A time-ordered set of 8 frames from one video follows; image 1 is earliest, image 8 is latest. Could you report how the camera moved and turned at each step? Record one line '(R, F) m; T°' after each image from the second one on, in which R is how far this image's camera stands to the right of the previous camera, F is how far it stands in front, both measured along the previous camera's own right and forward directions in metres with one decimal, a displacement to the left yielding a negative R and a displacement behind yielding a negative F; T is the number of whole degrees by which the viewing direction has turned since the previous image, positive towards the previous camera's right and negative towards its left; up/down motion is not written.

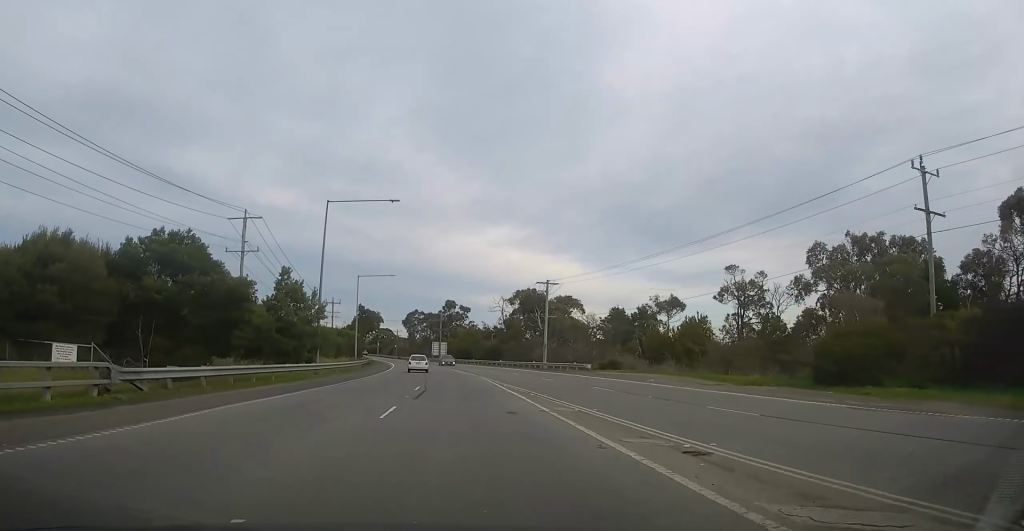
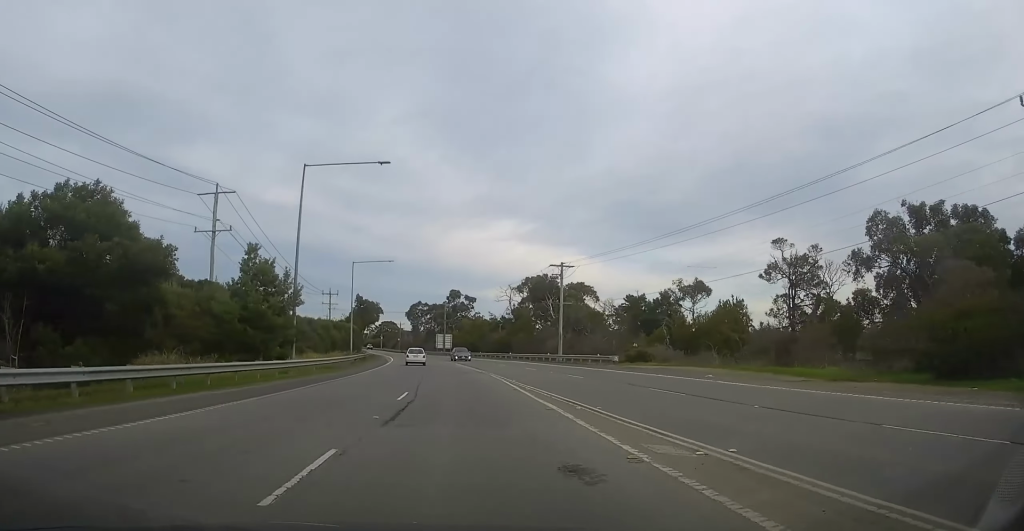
(0.0, +7.9) m; 0°
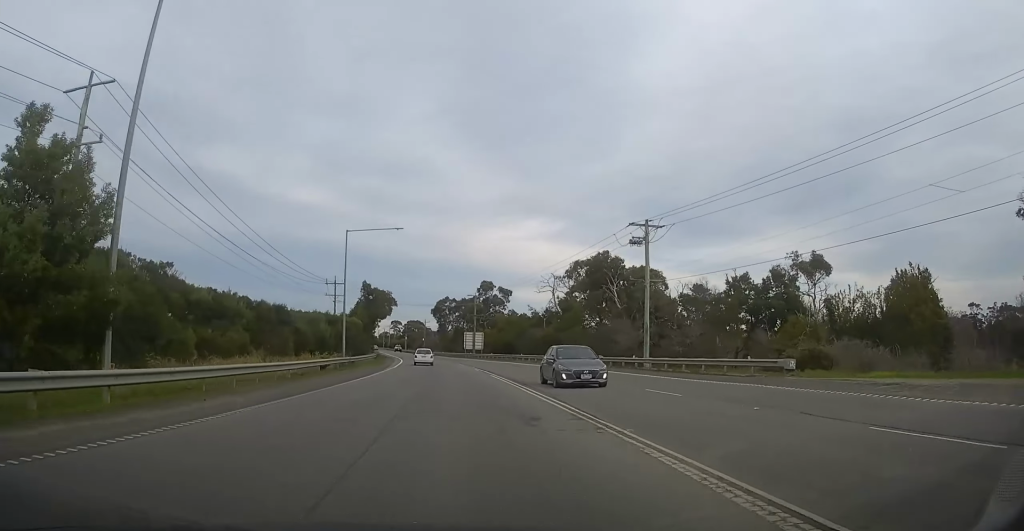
(-0.1, +22.9) m; -1°
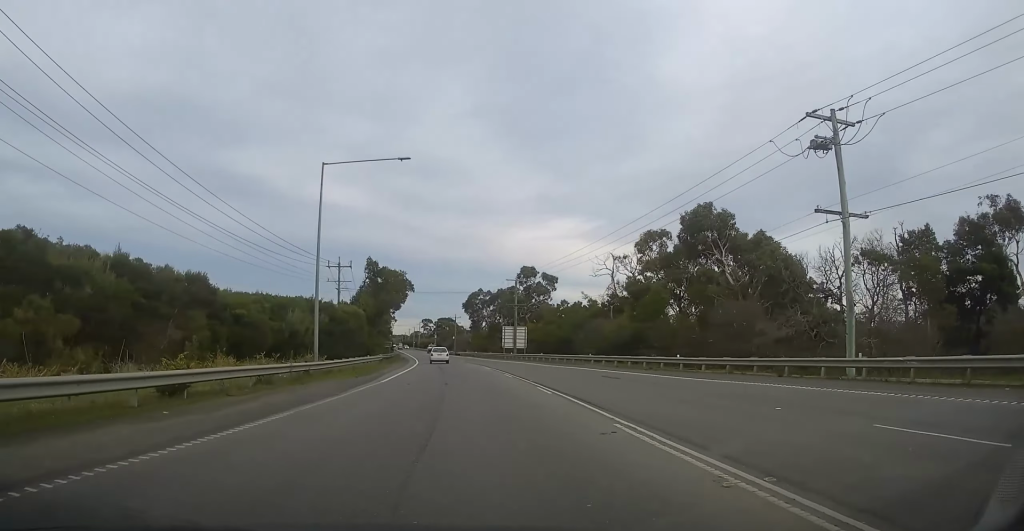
(-0.5, +22.5) m; -3°
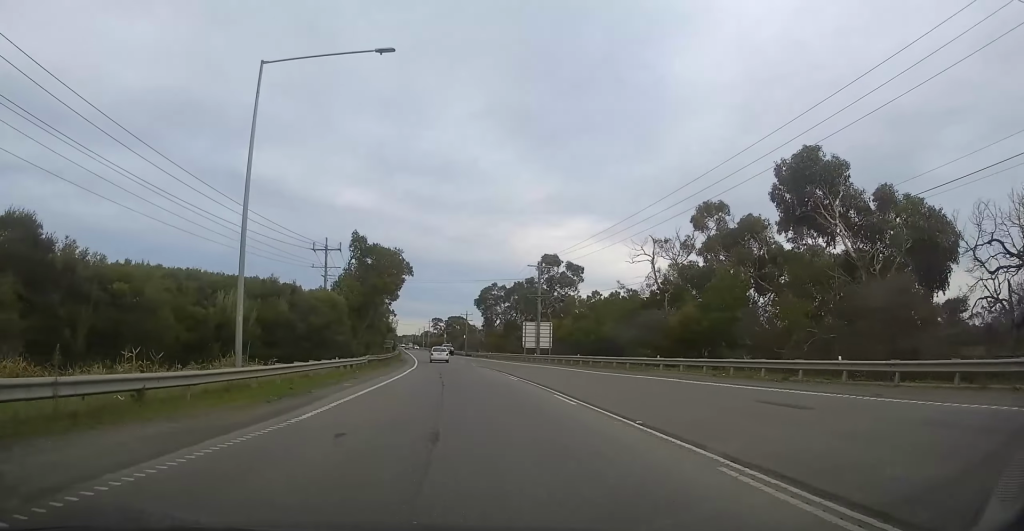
(-0.4, +14.6) m; -2°
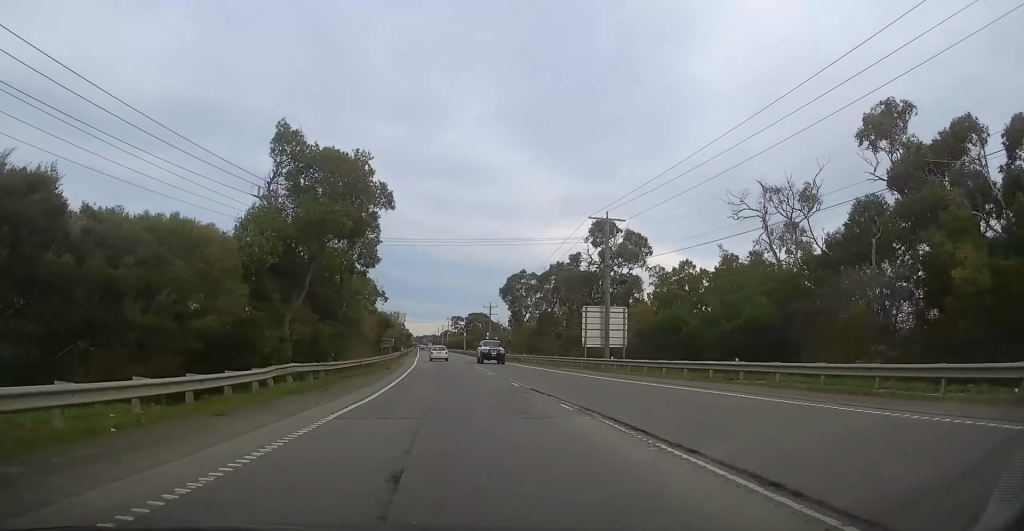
(-0.4, +26.0) m; -3°
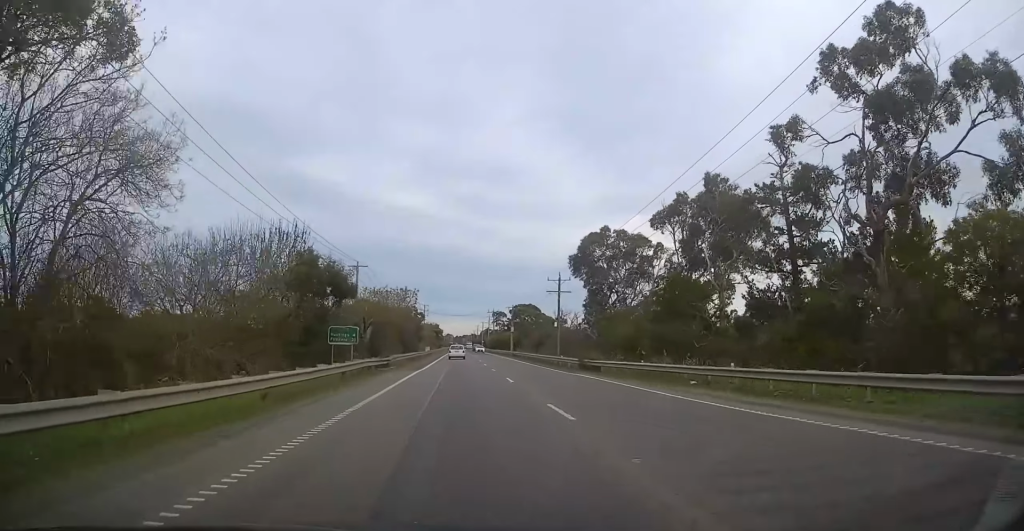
(-1.4, +45.5) m; -2°
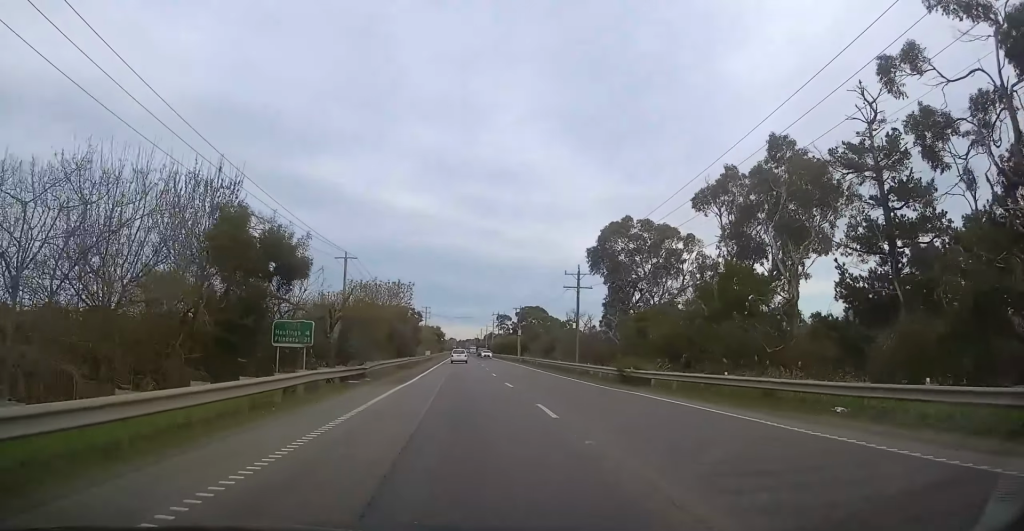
(+0.1, +9.9) m; -1°
